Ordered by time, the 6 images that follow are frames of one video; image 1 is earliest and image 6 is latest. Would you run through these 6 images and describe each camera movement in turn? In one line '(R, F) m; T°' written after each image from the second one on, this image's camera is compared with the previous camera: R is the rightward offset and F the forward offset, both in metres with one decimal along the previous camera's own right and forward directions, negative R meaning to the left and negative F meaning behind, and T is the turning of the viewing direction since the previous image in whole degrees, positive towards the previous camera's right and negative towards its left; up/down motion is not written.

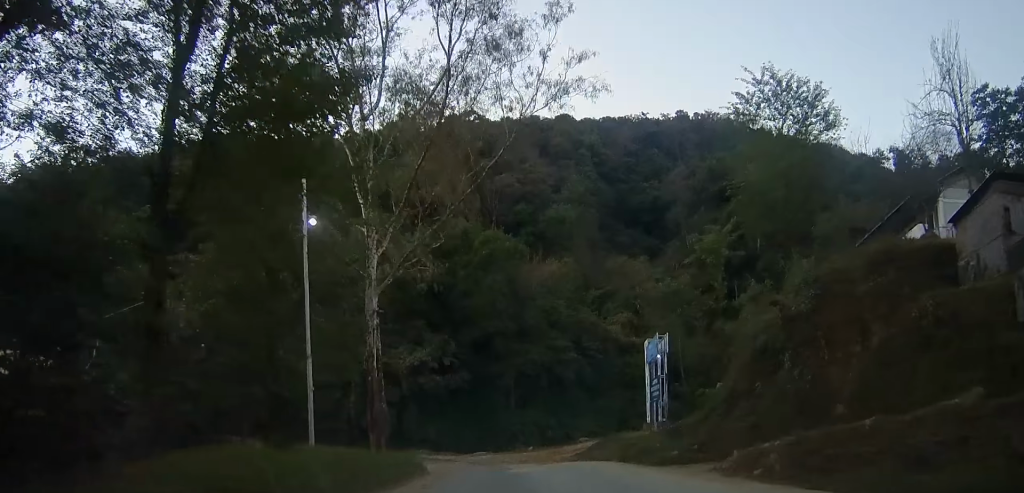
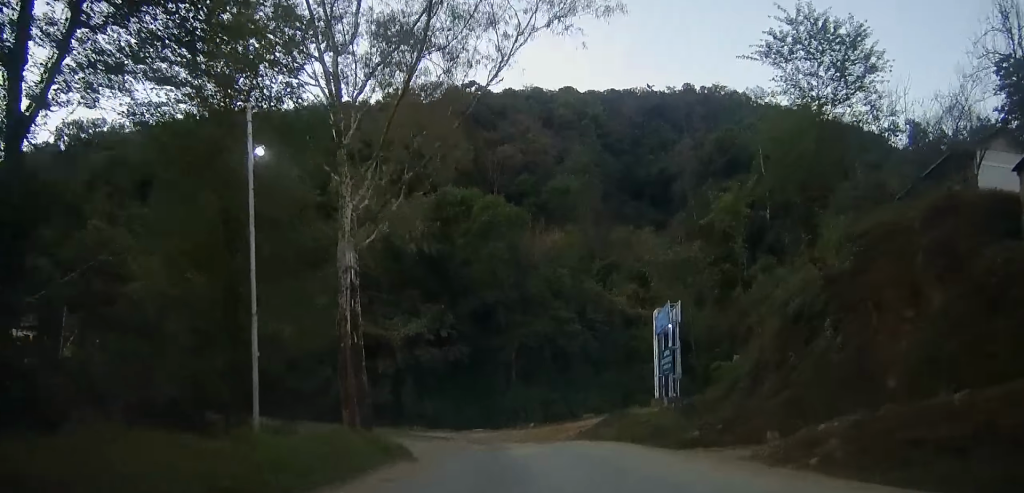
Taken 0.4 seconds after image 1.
(0.0, +3.2) m; -1°
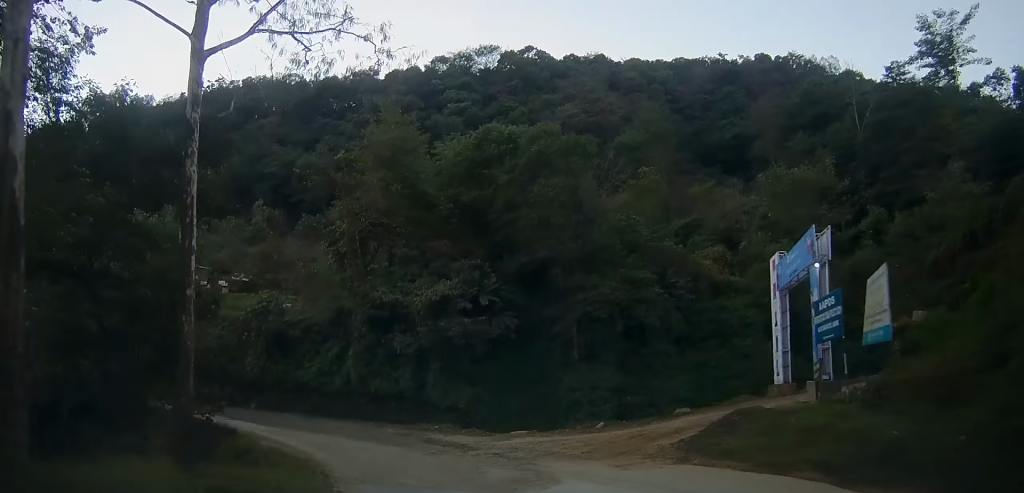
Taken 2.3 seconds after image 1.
(-0.8, +13.9) m; -8°
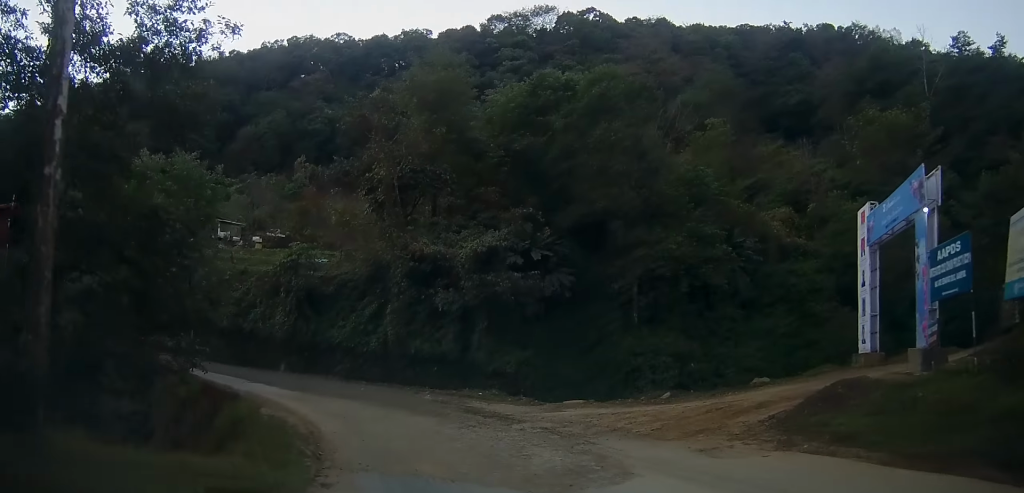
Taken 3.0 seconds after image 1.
(-0.2, +4.8) m; -4°
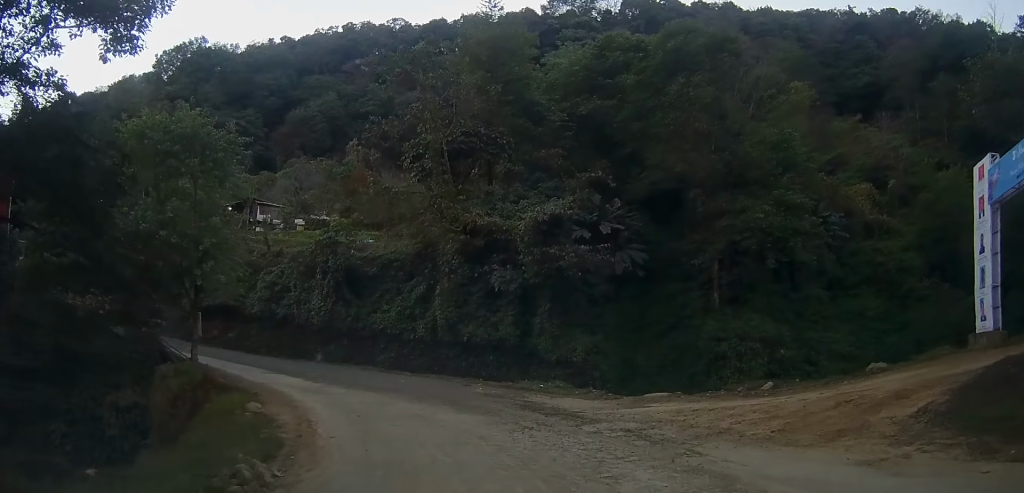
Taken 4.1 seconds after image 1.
(-0.3, +6.0) m; -6°
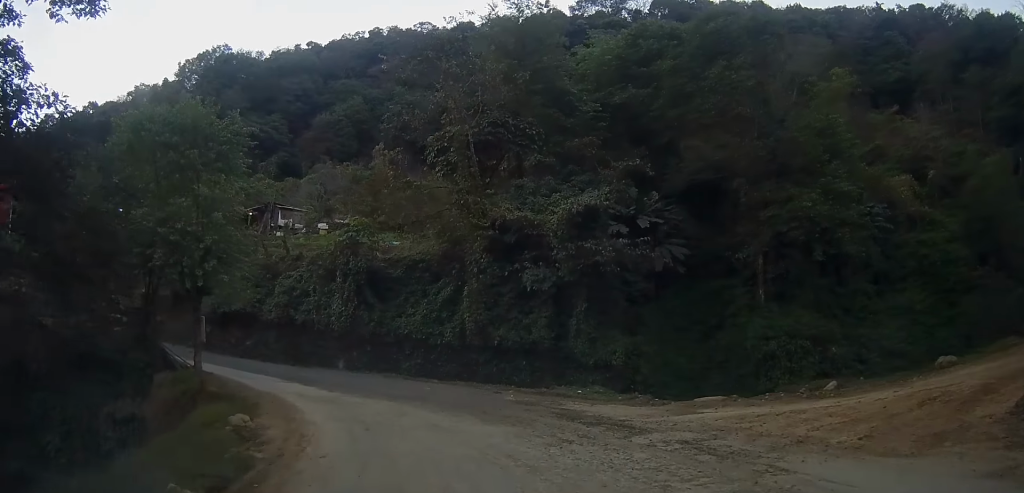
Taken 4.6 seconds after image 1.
(-0.1, +2.6) m; -3°
